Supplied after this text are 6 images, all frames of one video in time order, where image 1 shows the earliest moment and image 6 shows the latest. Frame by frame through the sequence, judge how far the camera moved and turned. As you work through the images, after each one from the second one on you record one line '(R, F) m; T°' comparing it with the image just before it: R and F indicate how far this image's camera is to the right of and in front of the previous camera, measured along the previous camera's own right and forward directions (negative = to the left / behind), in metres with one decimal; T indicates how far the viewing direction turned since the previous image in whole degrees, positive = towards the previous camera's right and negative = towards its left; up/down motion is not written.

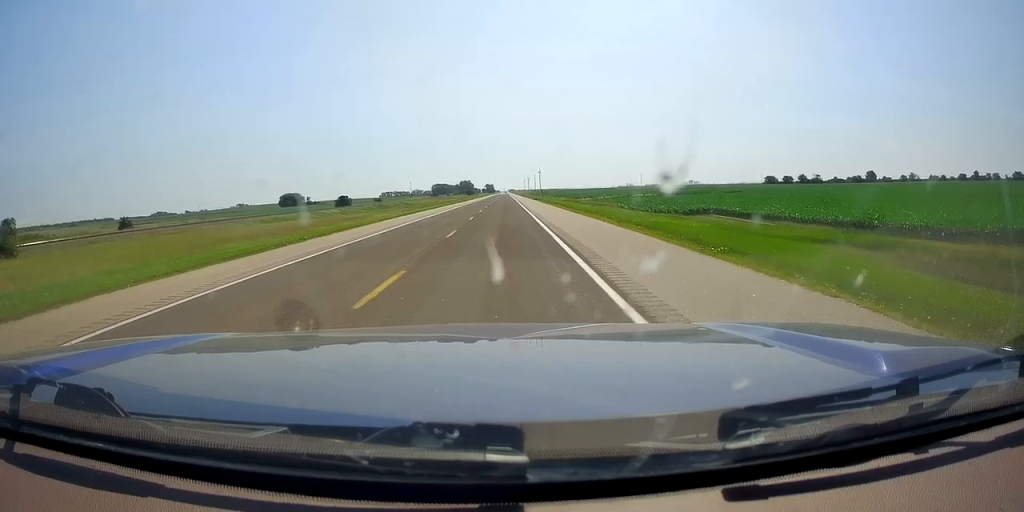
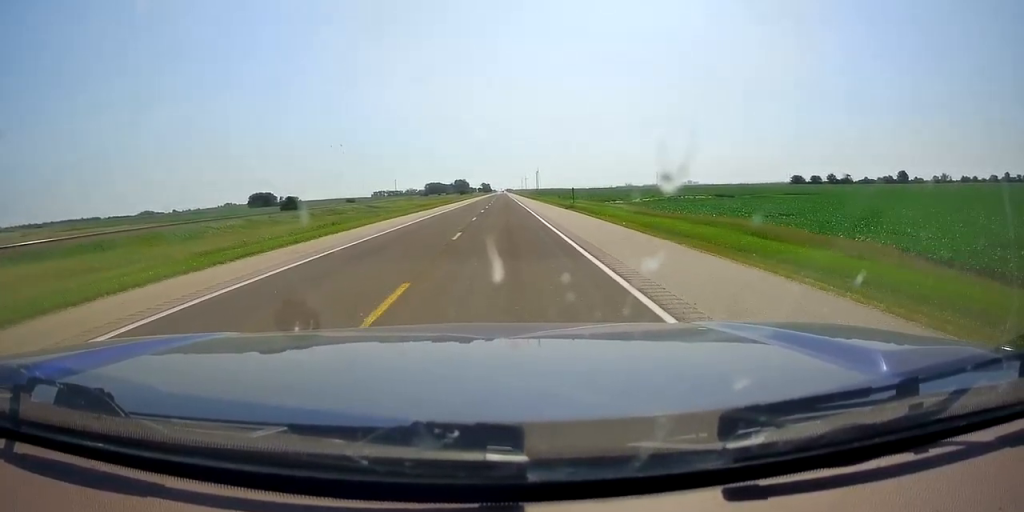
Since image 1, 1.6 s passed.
(-0.2, +50.5) m; +1°
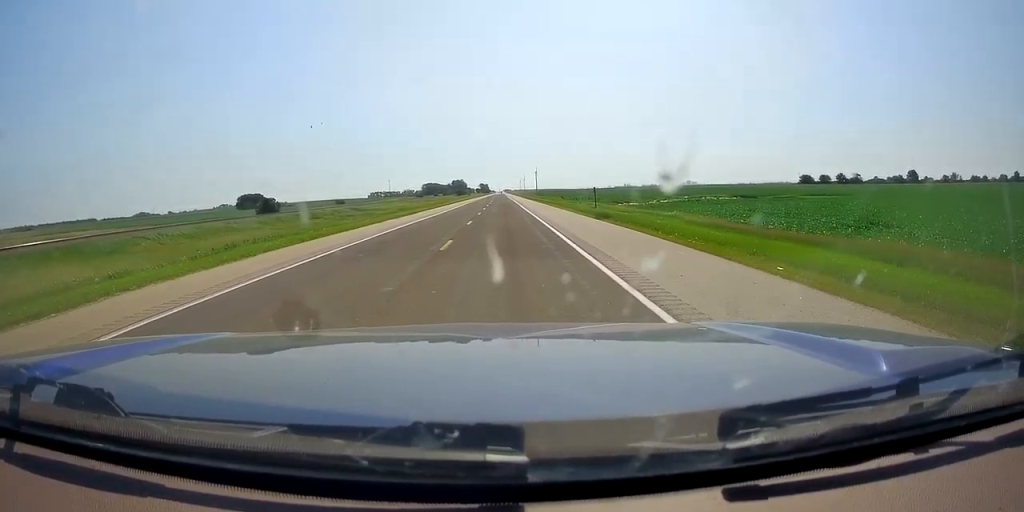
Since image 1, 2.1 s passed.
(+0.1, +15.4) m; 0°
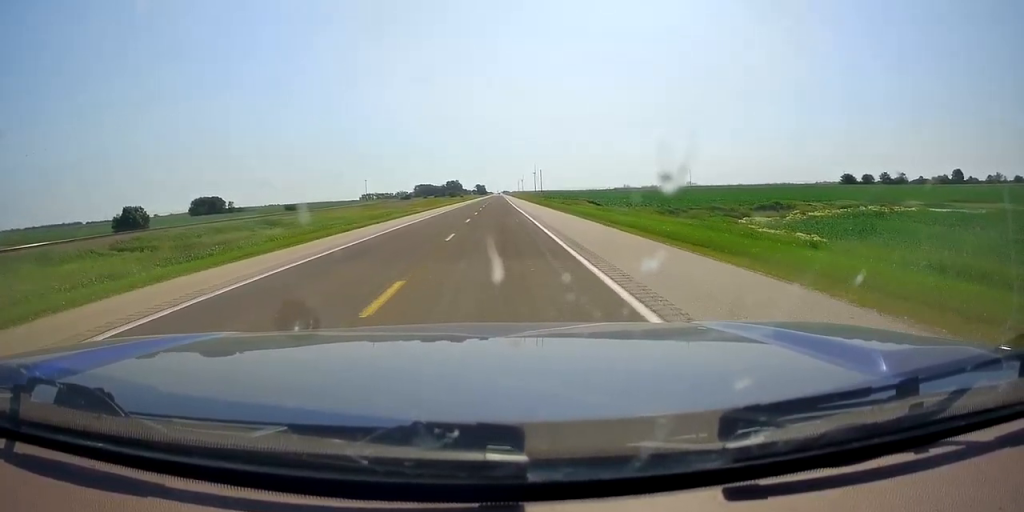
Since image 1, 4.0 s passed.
(-0.1, +57.0) m; 0°
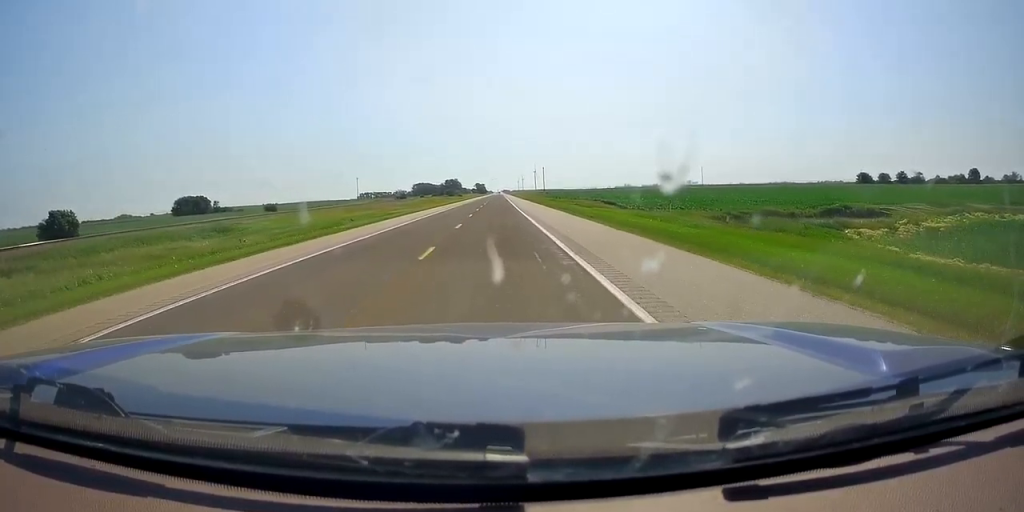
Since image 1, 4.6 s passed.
(0.0, +18.0) m; -1°
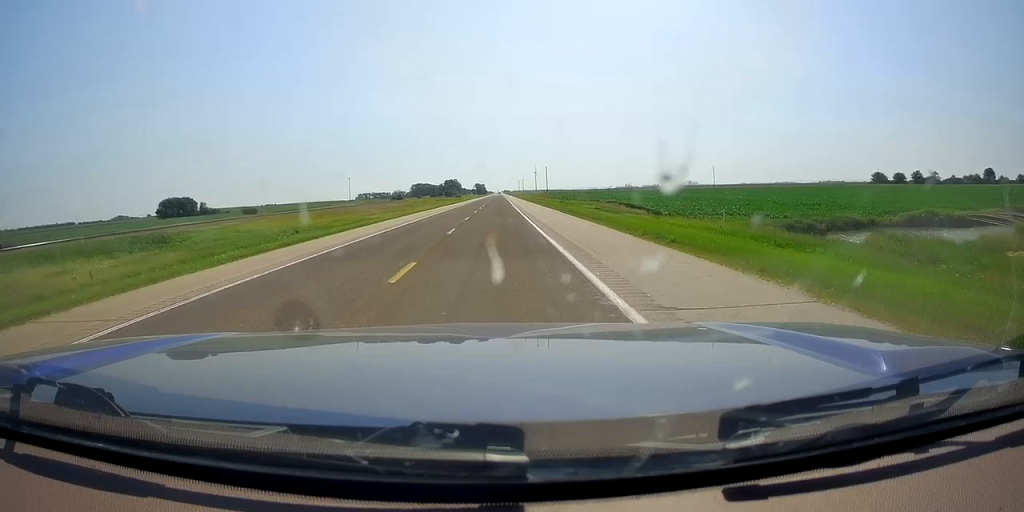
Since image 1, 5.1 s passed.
(0.0, +15.4) m; 0°
